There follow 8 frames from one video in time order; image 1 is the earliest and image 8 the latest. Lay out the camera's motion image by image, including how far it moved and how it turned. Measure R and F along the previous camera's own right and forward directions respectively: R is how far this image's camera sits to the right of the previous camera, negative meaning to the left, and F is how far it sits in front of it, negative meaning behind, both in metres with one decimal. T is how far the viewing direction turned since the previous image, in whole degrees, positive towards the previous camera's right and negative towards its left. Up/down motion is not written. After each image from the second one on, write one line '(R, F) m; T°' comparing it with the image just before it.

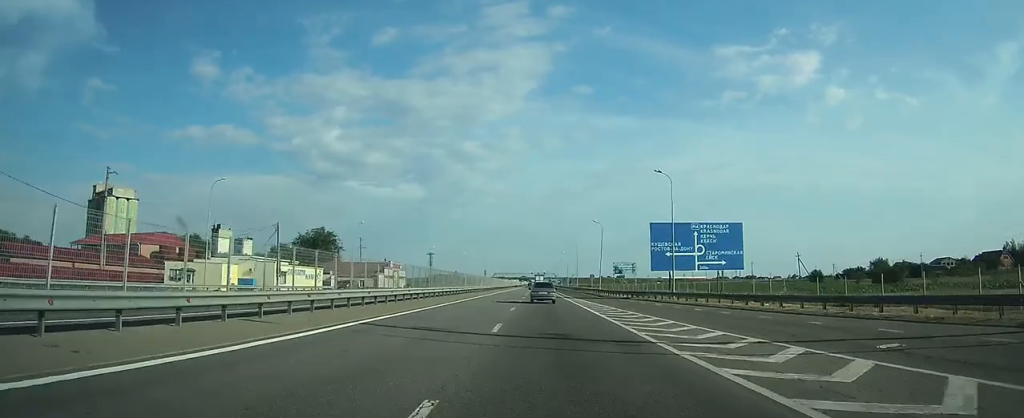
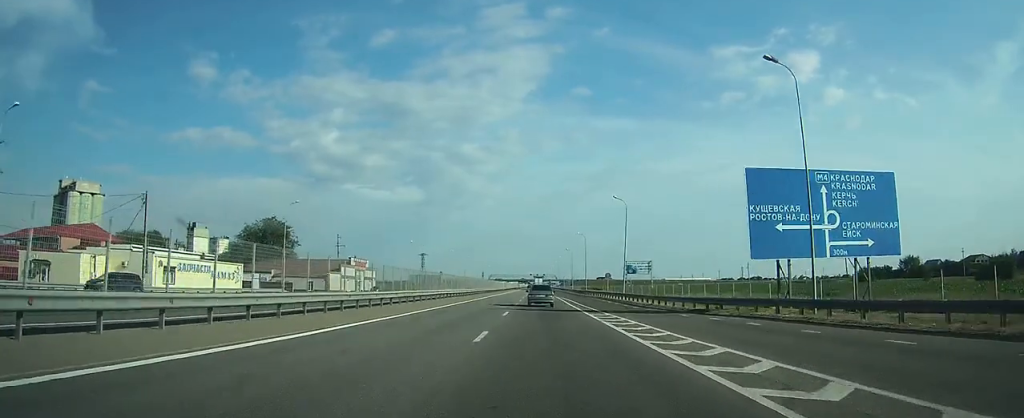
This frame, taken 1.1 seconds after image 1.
(+0.1, +25.9) m; 0°
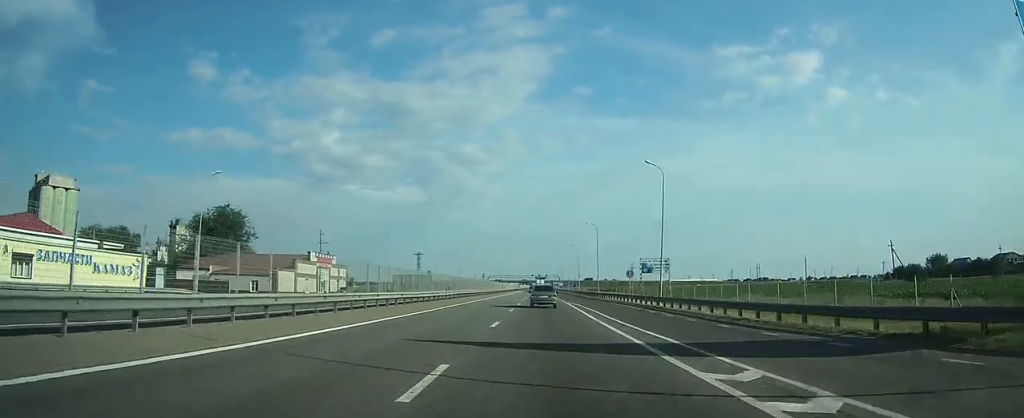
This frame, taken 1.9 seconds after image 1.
(+0.1, +18.8) m; 0°
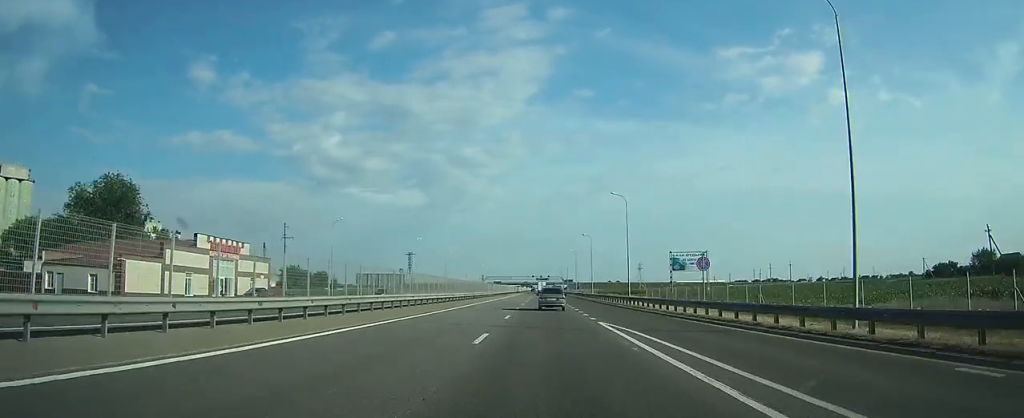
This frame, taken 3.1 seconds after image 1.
(-0.2, +29.0) m; 0°
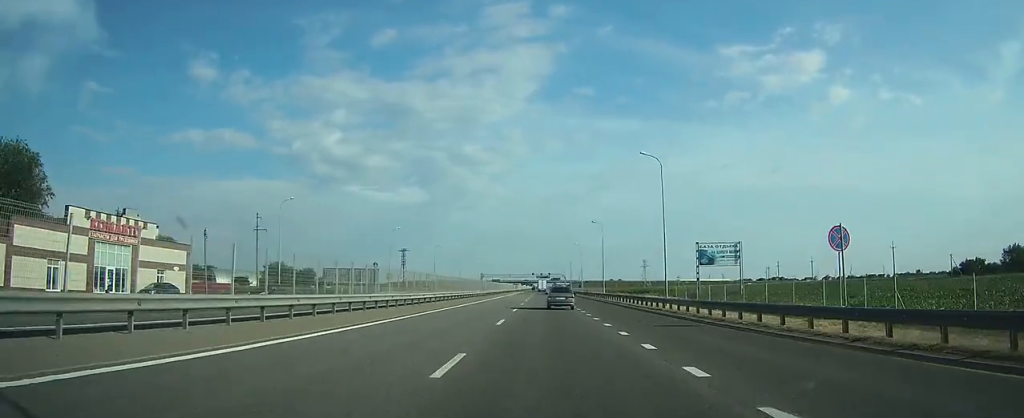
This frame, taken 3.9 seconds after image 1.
(0.0, +17.2) m; 0°
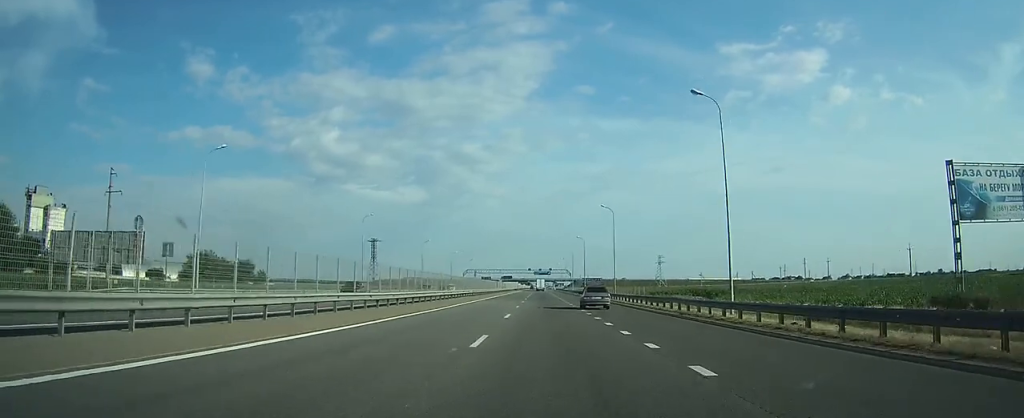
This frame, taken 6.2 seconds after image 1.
(+0.1, +55.2) m; 0°
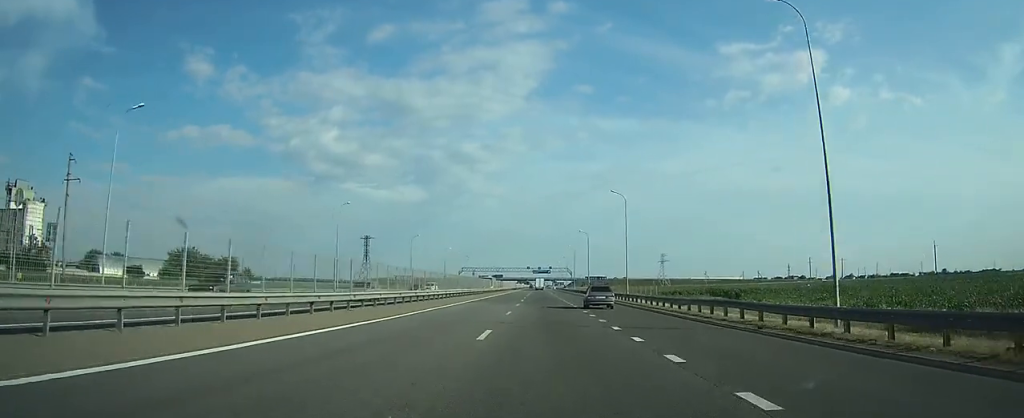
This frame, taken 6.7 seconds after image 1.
(0.0, +10.2) m; 0°
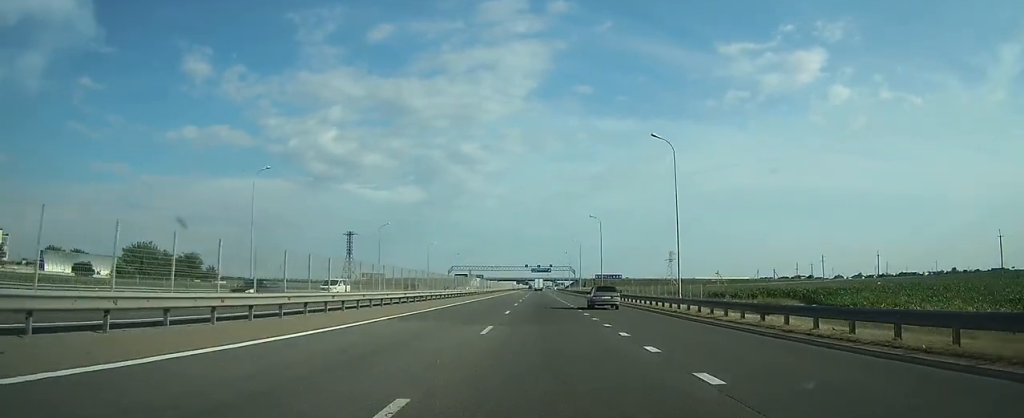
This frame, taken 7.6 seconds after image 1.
(0.0, +22.0) m; 0°
